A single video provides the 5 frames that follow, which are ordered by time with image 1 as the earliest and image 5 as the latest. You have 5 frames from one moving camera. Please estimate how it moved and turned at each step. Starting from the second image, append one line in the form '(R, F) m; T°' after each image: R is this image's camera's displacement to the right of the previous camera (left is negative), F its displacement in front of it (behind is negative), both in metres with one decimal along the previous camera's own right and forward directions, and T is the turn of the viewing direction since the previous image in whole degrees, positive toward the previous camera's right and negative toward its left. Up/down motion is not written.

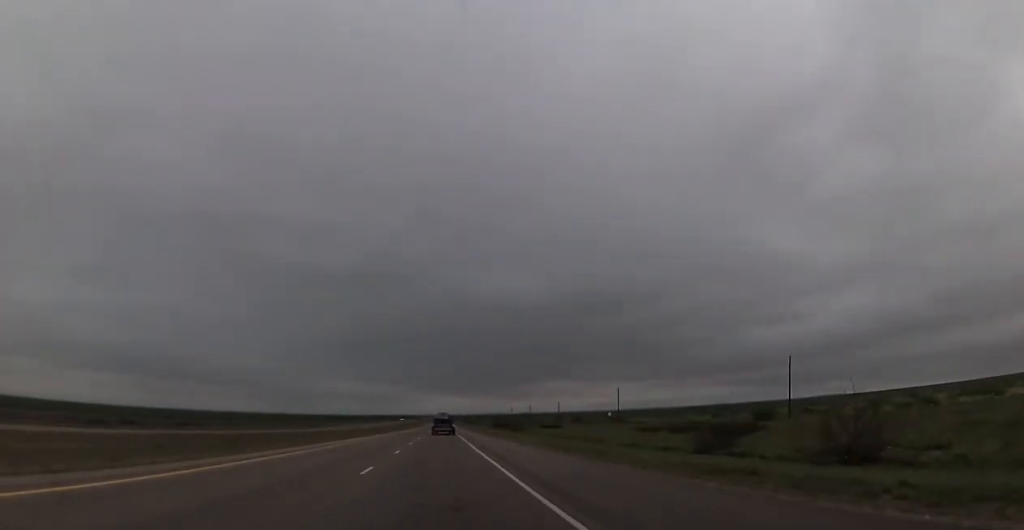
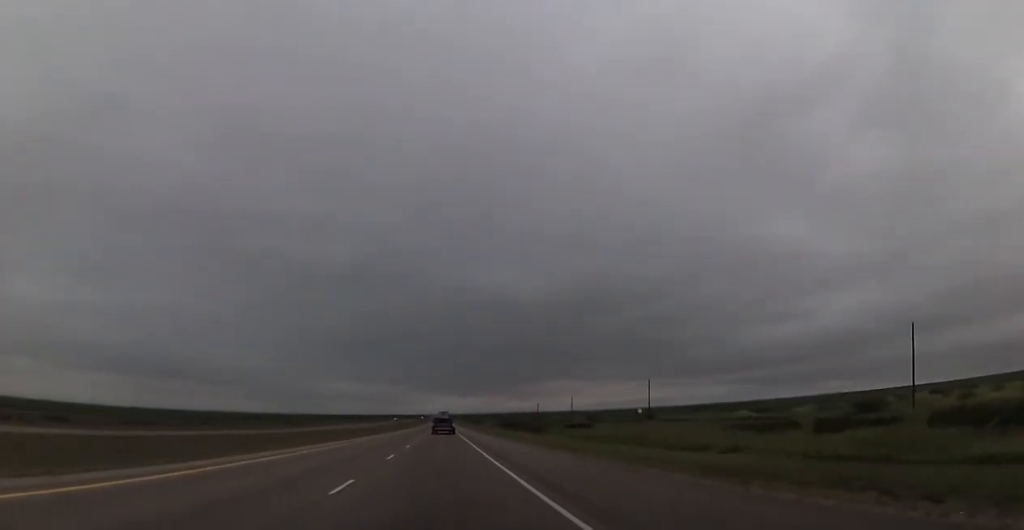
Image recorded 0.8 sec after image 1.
(-0.1, +29.2) m; 0°
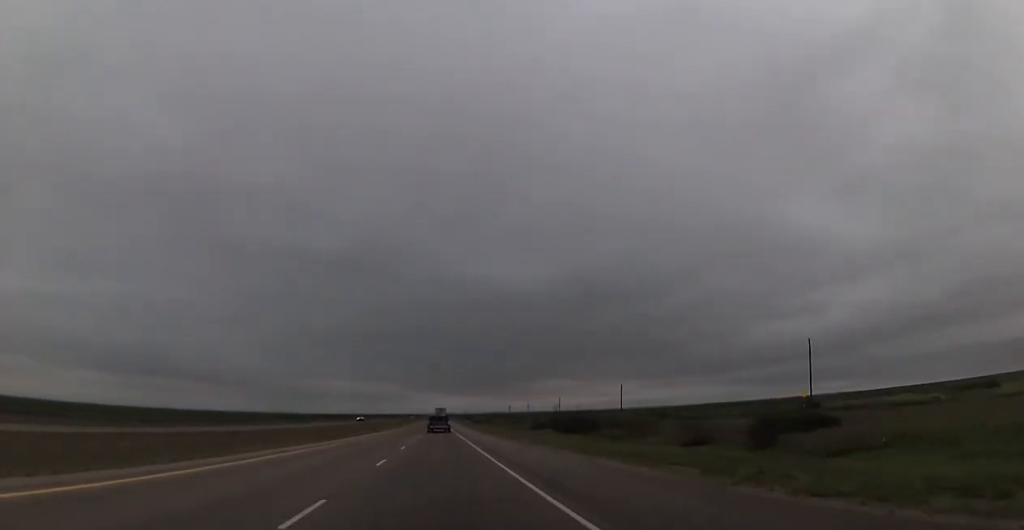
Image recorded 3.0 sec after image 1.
(+0.8, +77.0) m; +1°
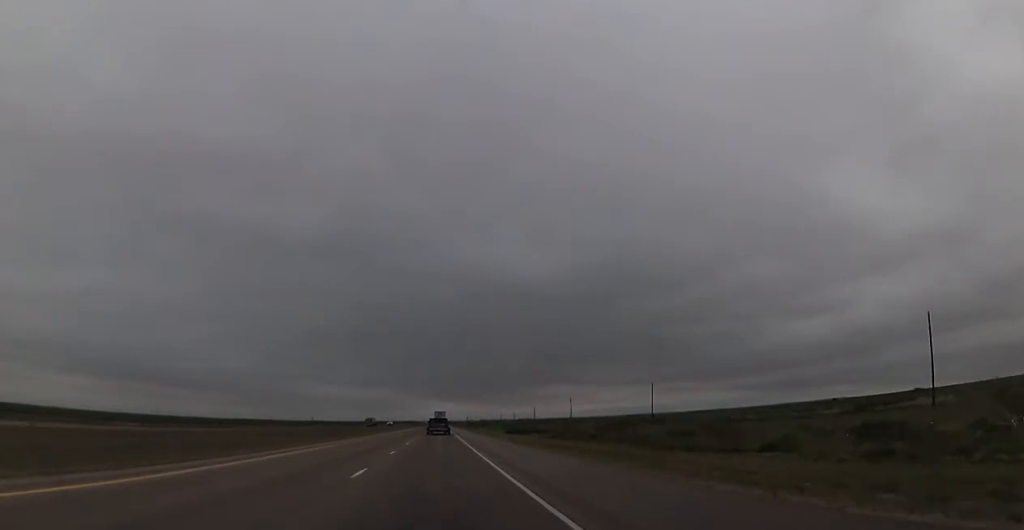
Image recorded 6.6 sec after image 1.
(-0.5, +125.8) m; -1°
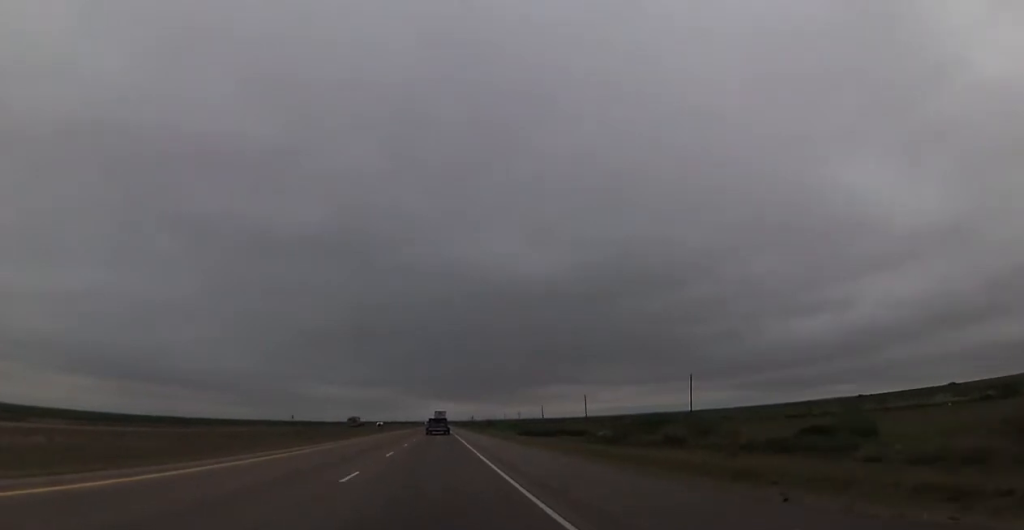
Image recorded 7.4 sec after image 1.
(-0.2, +25.6) m; 0°
